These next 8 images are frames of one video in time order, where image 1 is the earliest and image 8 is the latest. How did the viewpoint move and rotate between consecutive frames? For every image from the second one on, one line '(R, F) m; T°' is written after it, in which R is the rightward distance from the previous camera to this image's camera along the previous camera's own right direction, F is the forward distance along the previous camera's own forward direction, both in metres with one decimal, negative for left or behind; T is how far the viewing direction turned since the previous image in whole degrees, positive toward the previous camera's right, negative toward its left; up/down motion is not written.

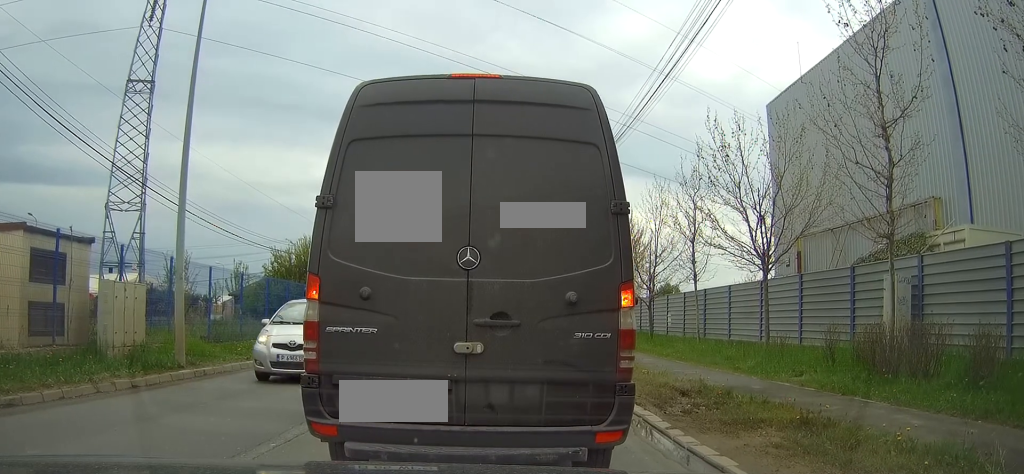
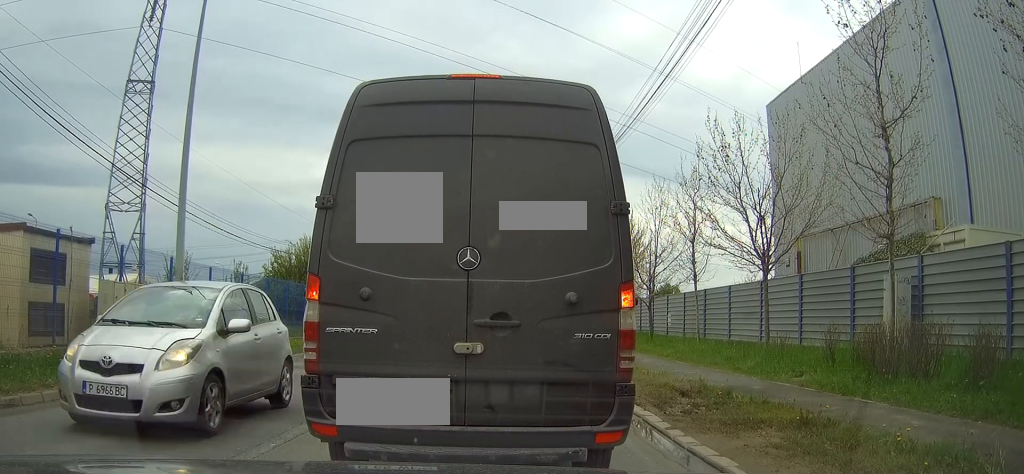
(+0.1, +0.1) m; 0°
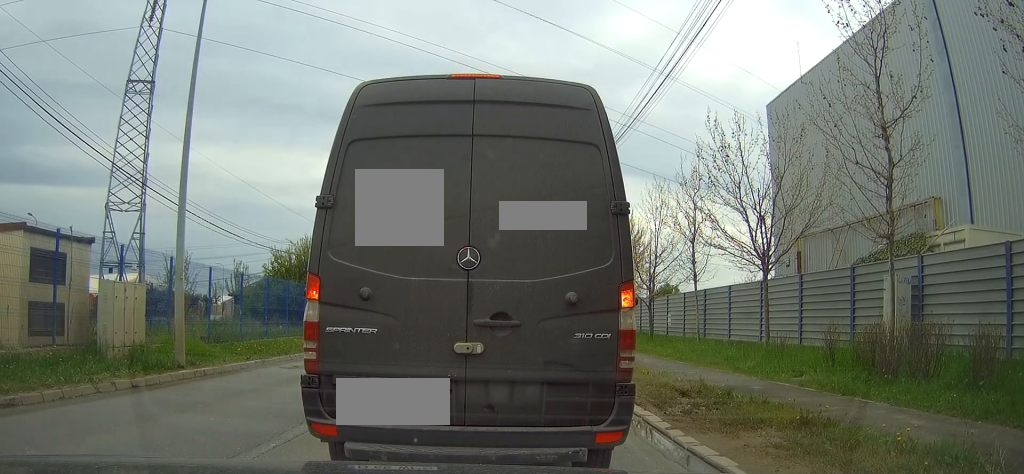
(+0.1, 0.0) m; 0°
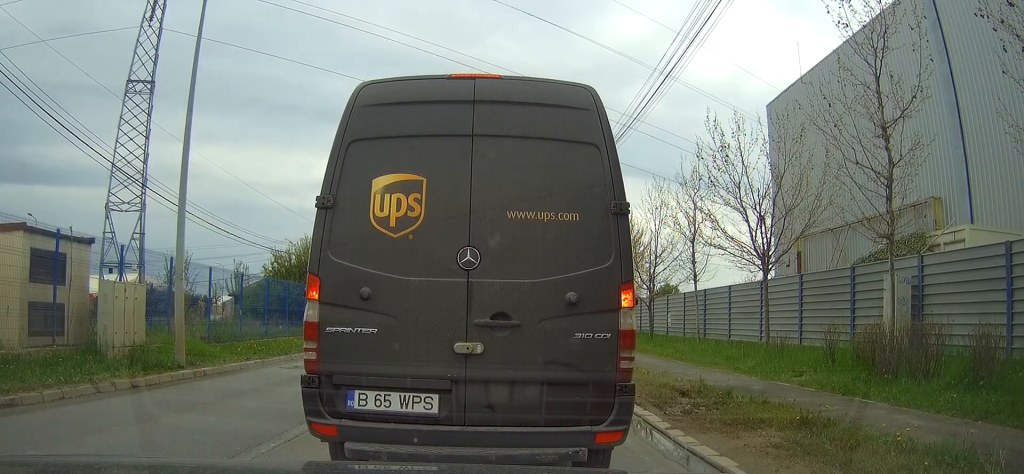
(0.0, 0.0) m; 0°
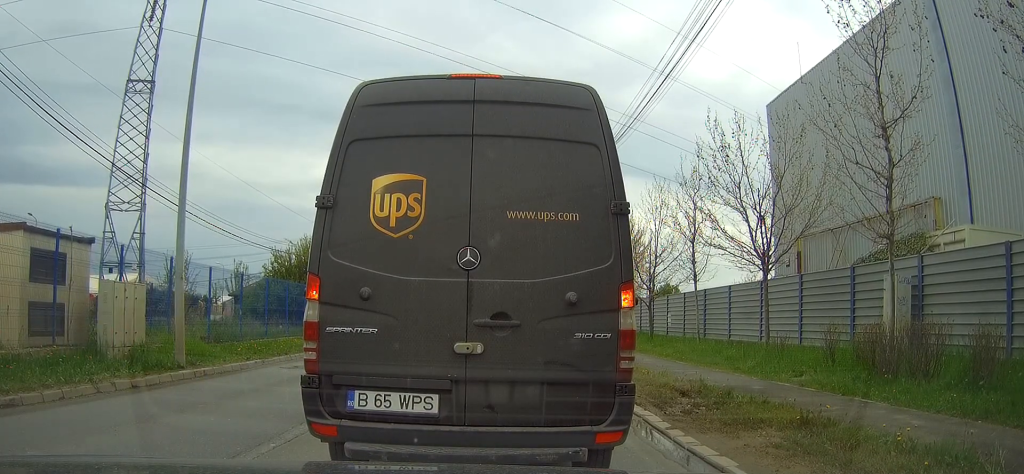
(0.0, 0.0) m; 0°
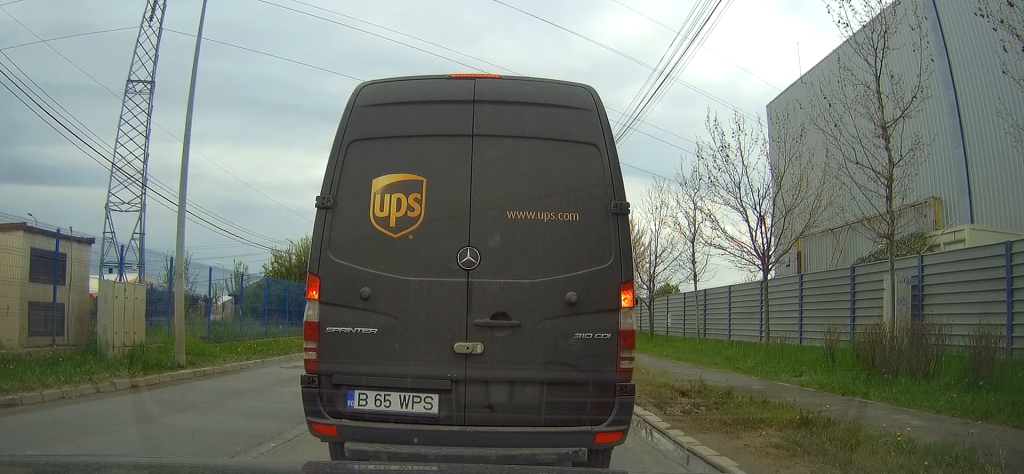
(0.0, 0.0) m; 0°
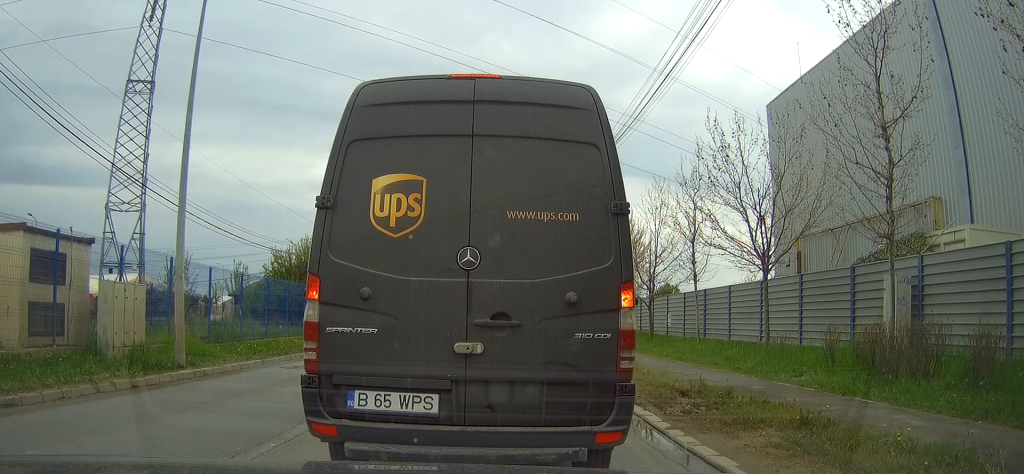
(0.0, 0.0) m; 0°
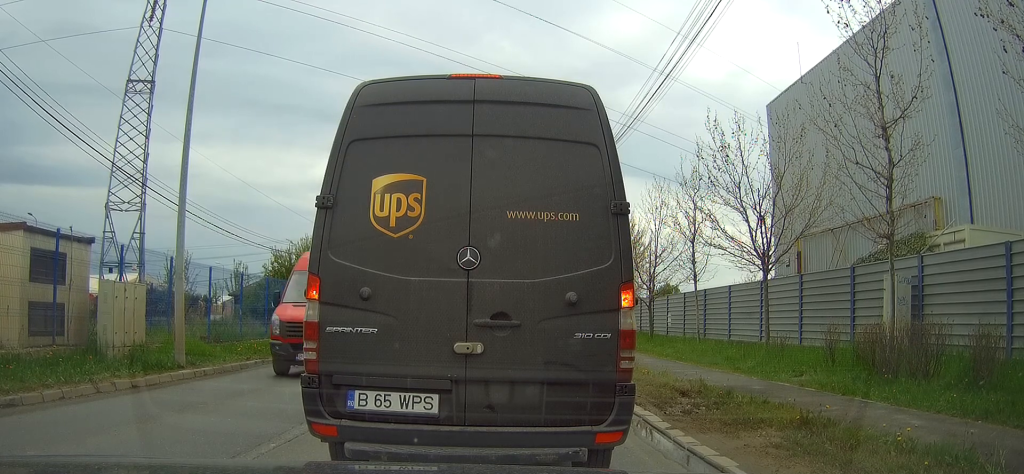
(0.0, 0.0) m; 0°
